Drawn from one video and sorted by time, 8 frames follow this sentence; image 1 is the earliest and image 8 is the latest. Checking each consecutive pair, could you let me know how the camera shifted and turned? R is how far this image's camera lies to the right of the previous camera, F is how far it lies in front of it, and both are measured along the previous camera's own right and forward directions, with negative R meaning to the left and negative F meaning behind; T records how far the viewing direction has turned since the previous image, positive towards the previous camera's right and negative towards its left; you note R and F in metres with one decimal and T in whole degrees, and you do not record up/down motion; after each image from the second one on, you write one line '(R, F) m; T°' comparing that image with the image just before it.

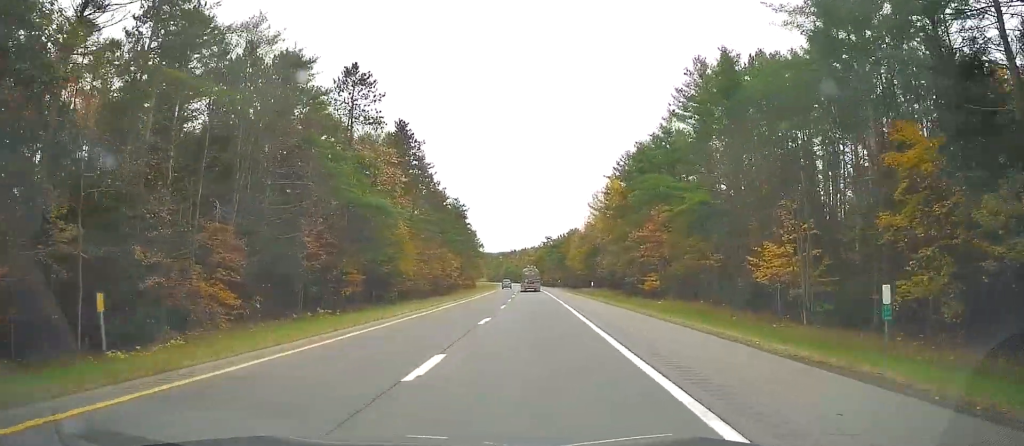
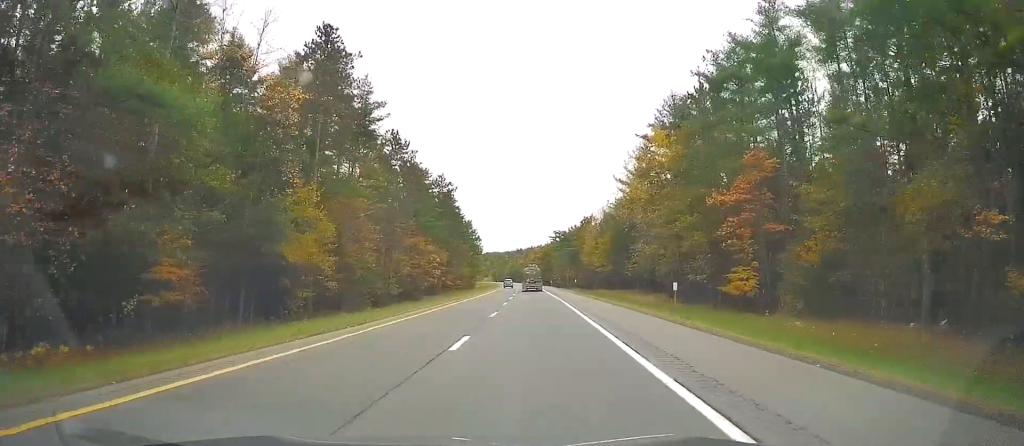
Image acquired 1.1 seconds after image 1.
(-0.4, +33.9) m; -1°
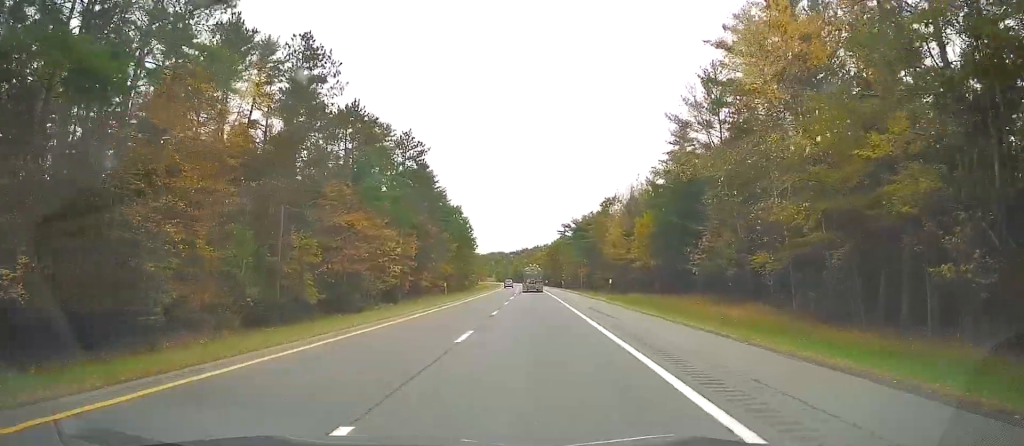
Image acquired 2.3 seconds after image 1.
(-0.2, +36.2) m; 0°
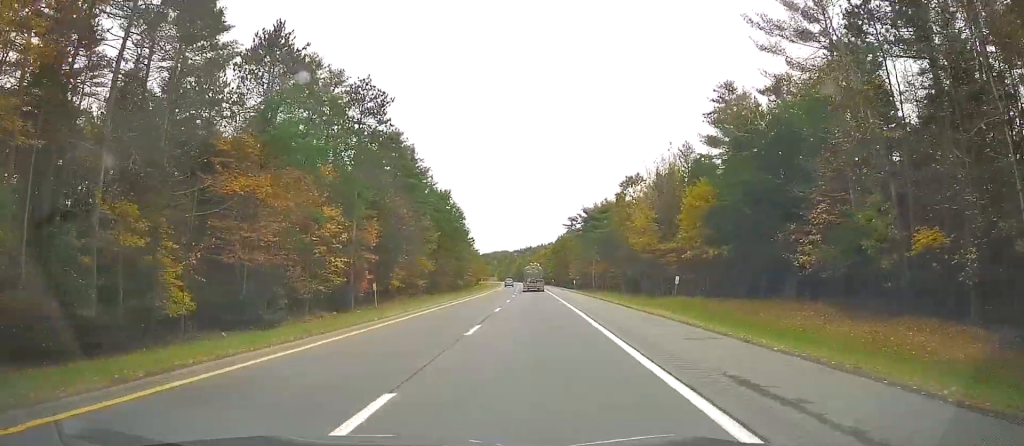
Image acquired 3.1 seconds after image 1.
(0.0, +23.4) m; 0°
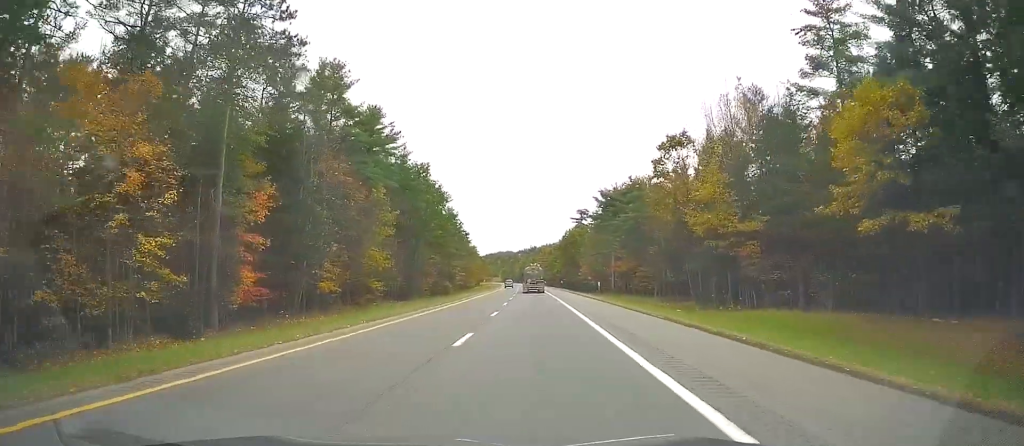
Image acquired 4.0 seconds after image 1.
(0.0, +28.9) m; 0°
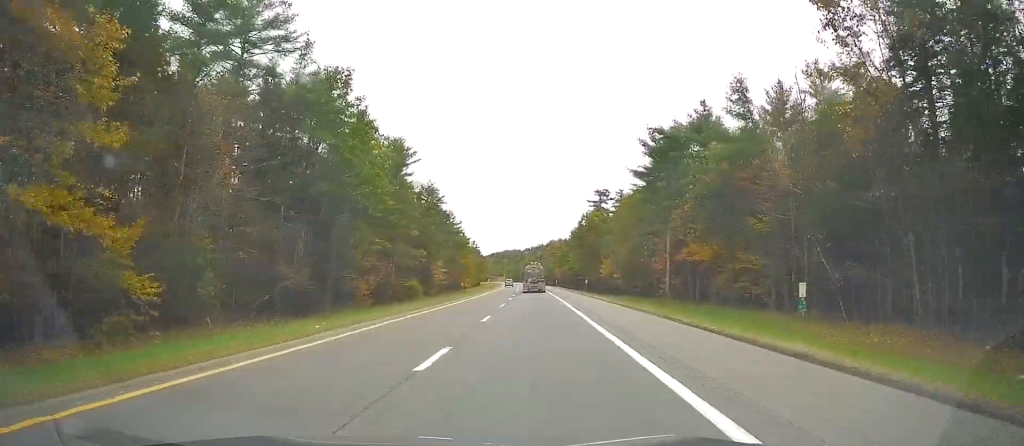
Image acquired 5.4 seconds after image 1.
(-0.3, +46.5) m; -1°
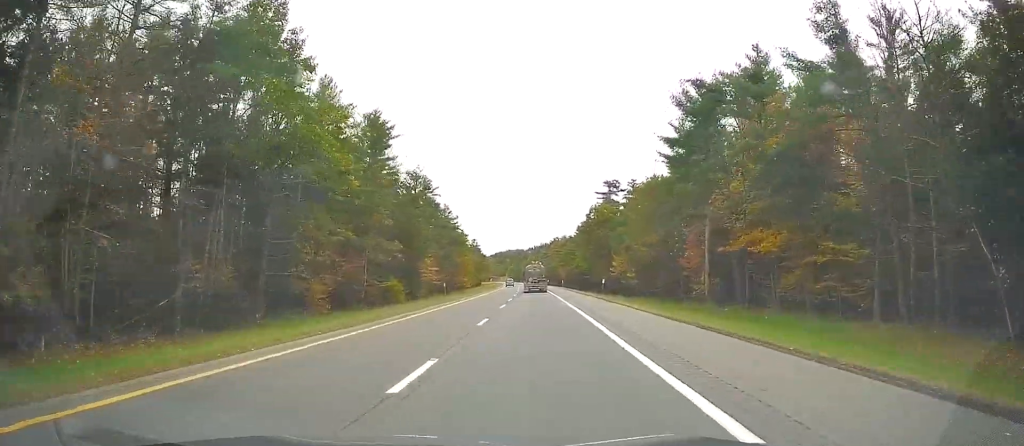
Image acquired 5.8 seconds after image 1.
(-0.1, +15.6) m; 0°
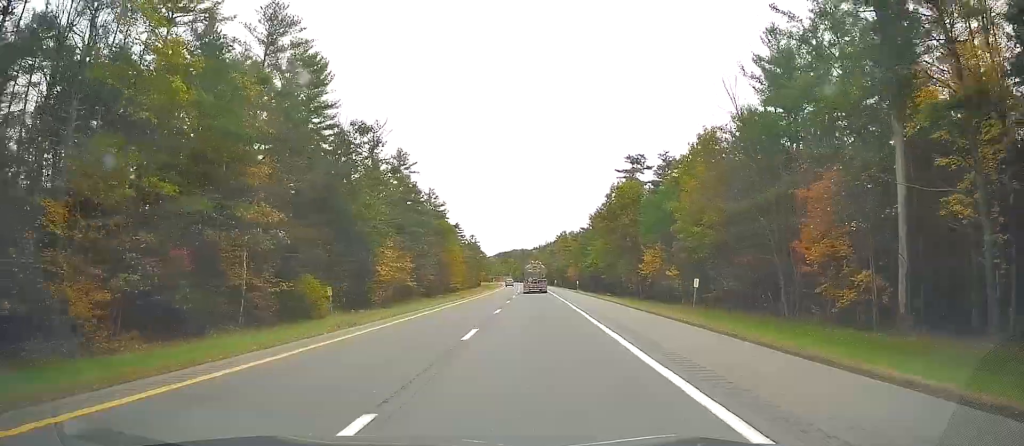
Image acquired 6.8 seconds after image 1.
(-0.2, +30.0) m; -1°
